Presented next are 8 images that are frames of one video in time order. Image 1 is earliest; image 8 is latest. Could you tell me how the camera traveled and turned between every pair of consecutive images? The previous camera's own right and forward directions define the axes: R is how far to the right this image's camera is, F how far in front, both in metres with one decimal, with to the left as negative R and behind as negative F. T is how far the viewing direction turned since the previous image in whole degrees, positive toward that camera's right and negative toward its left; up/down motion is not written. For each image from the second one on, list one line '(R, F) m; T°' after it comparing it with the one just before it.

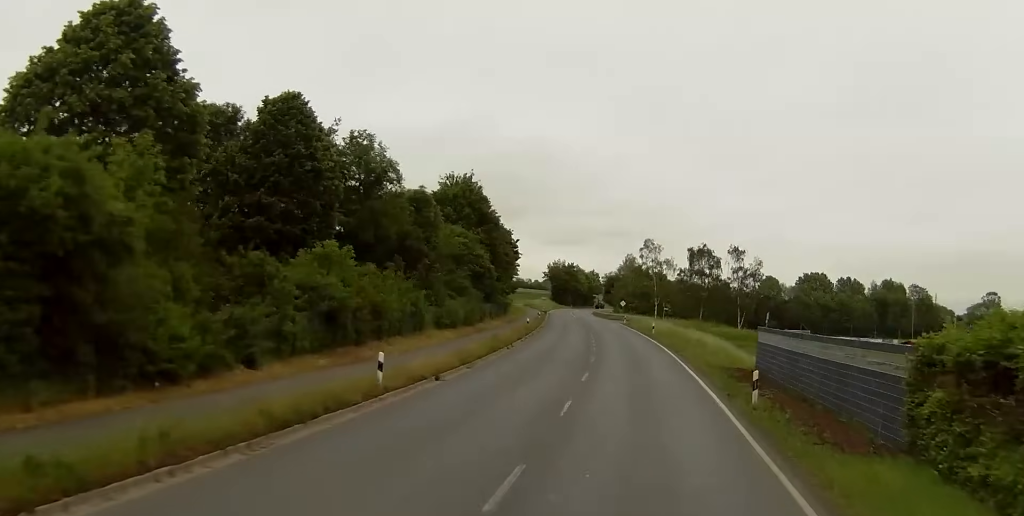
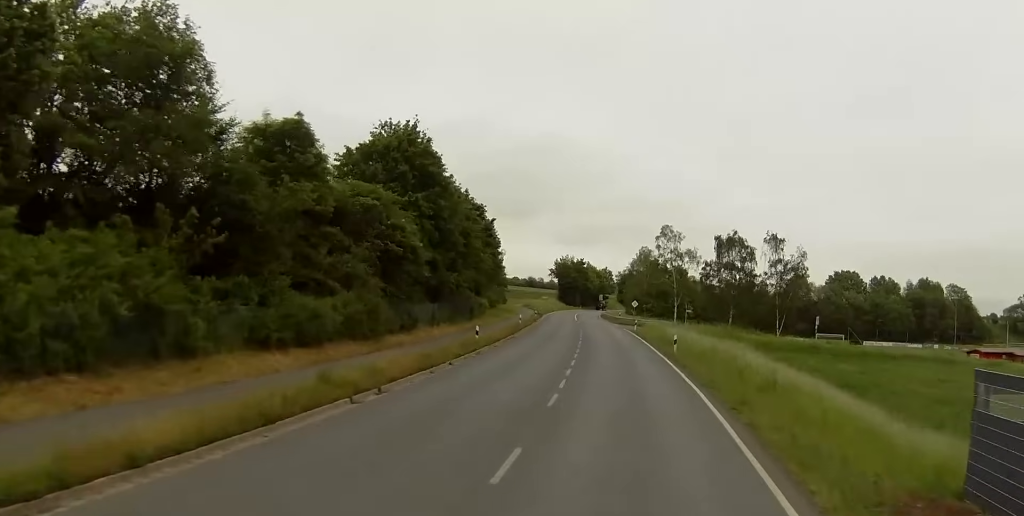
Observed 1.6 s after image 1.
(0.0, +25.3) m; -2°
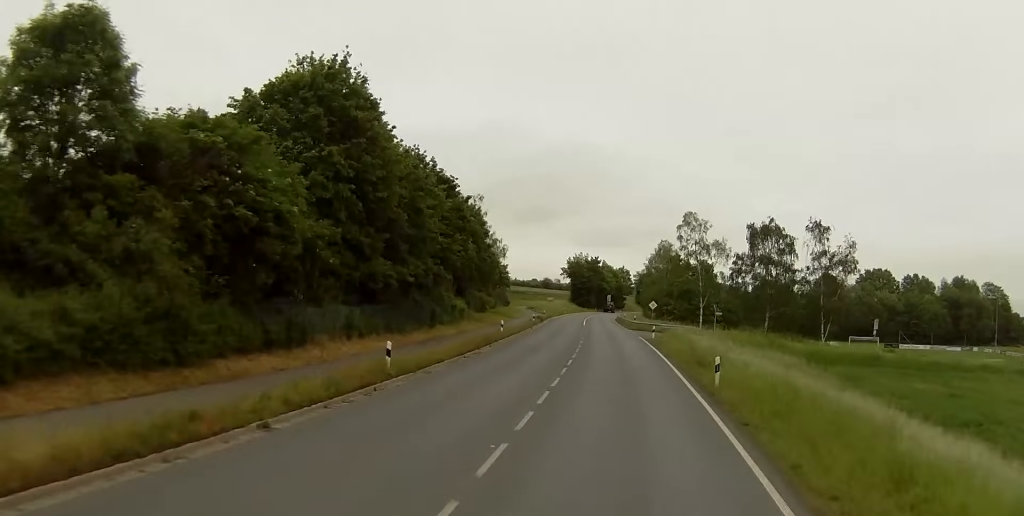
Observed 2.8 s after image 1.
(-0.7, +17.6) m; -2°
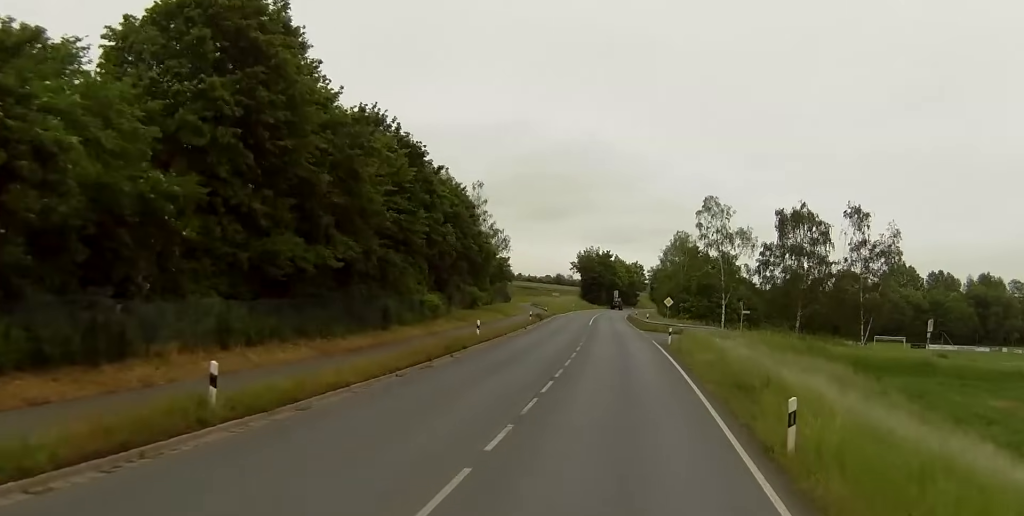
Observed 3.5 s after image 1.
(0.0, +11.9) m; 0°
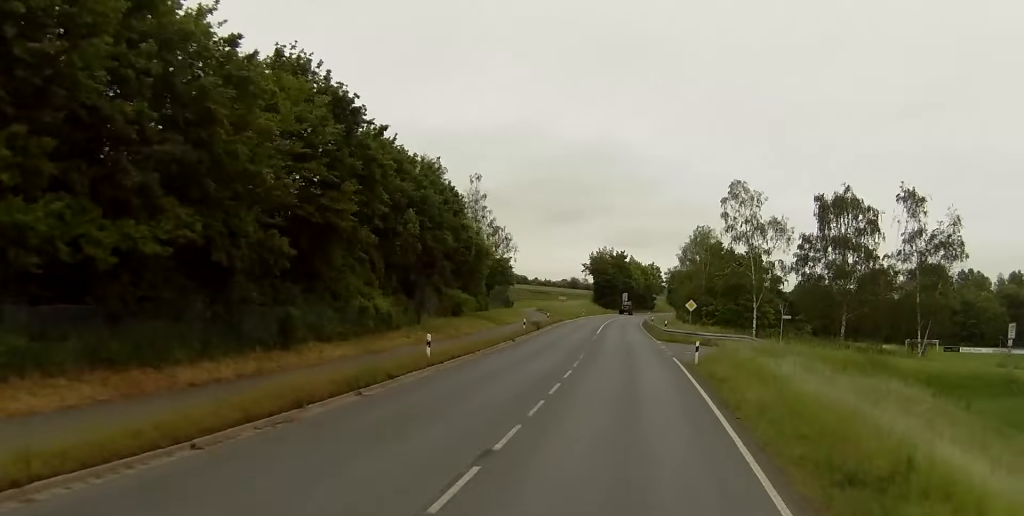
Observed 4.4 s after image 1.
(0.0, +12.9) m; 0°
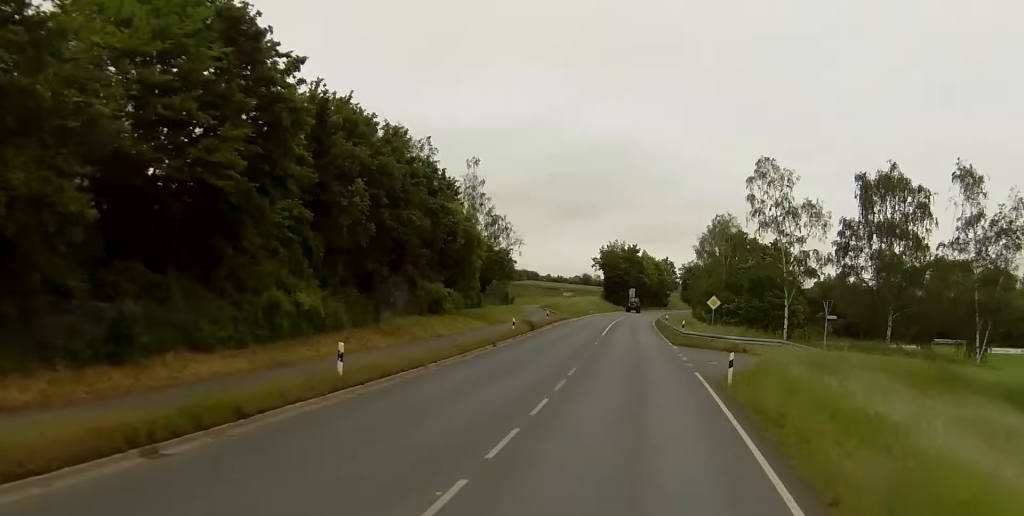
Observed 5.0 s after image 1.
(0.0, +10.3) m; -1°
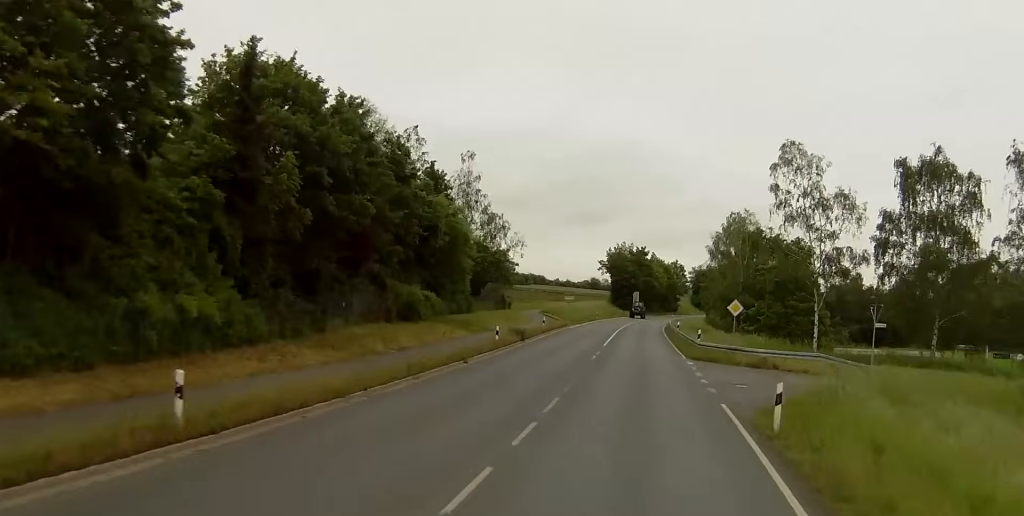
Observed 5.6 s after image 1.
(+0.2, +8.2) m; -1°
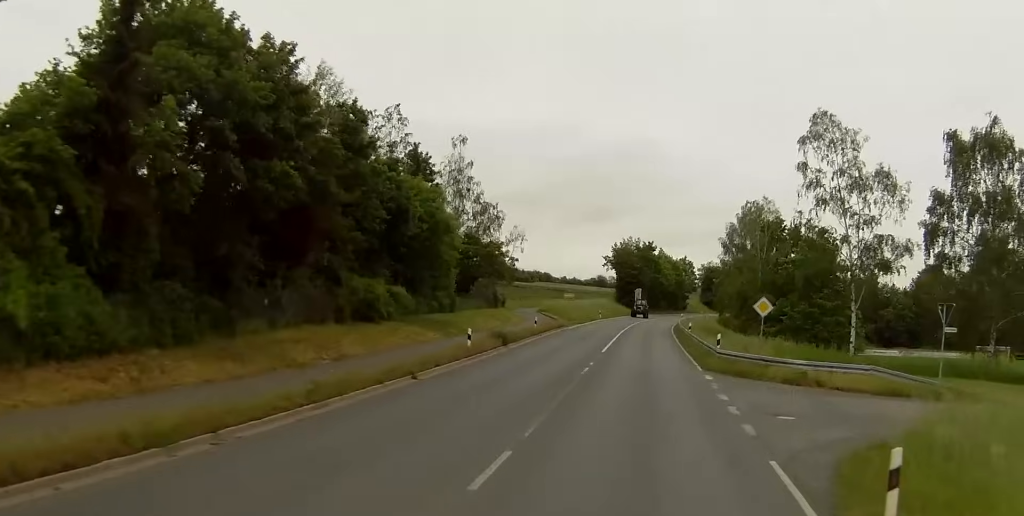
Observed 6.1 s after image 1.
(-0.3, +8.2) m; -1°
